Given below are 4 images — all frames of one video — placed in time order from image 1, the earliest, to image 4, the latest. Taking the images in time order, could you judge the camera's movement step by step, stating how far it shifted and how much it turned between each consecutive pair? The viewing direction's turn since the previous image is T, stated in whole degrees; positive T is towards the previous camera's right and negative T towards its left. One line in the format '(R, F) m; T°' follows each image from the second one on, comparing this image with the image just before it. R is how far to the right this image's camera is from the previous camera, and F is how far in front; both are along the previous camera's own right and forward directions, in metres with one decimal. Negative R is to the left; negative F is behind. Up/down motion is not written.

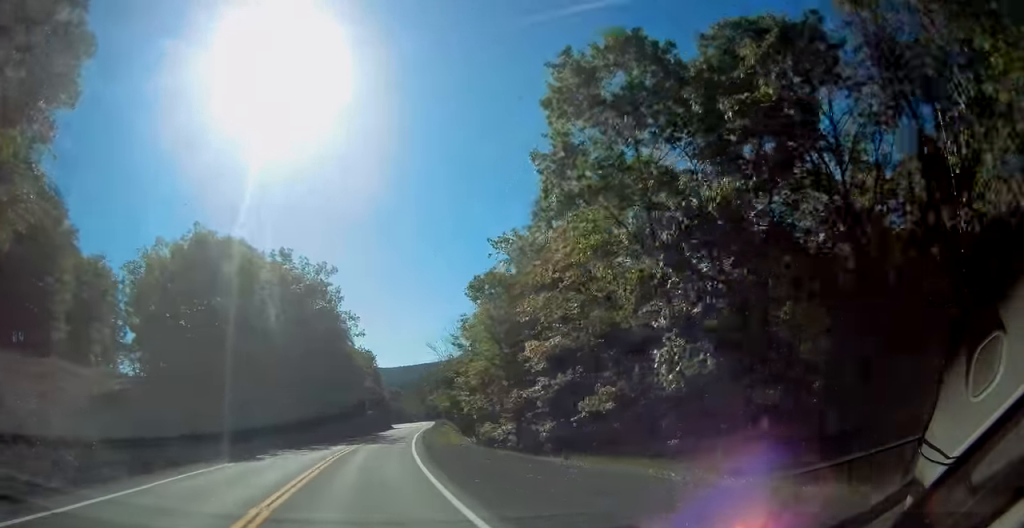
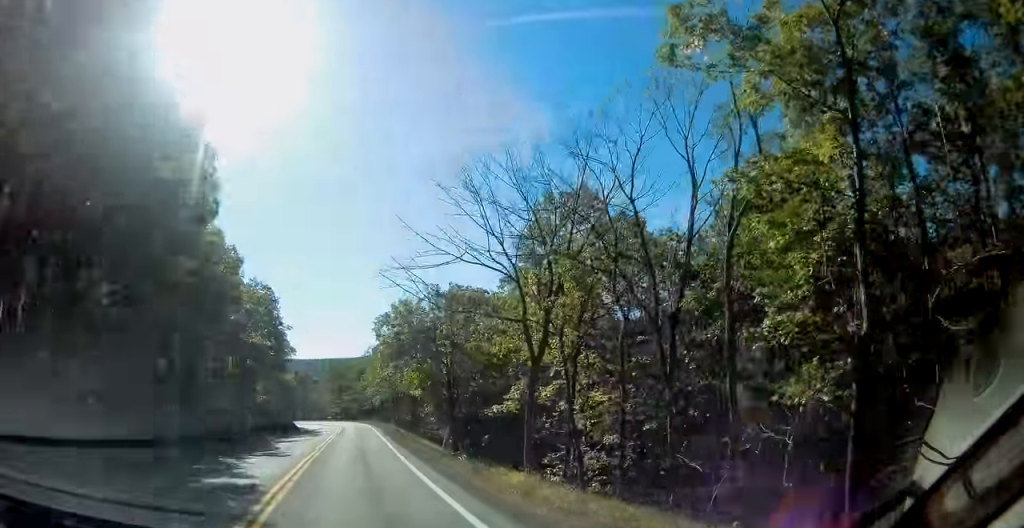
(+5.2, +56.8) m; +10°
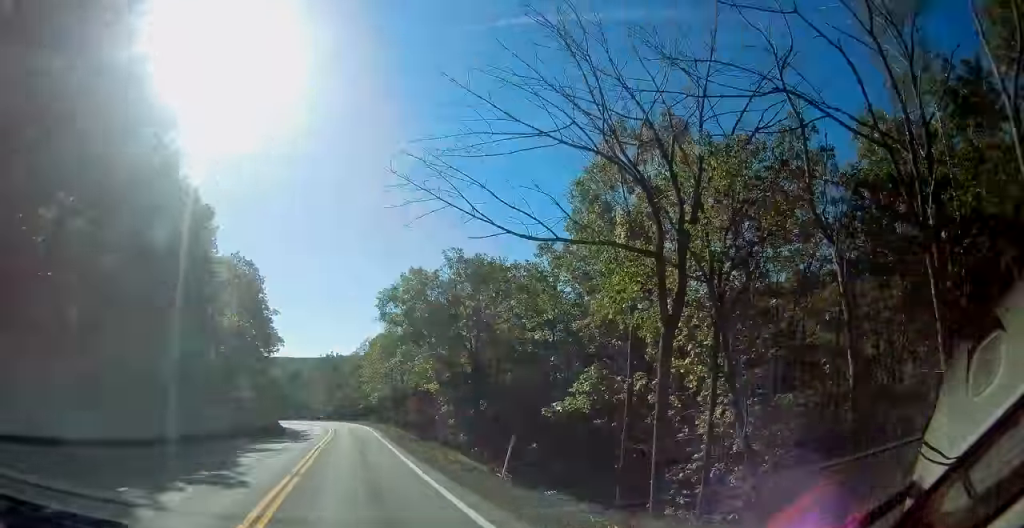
(+0.2, +10.8) m; +2°
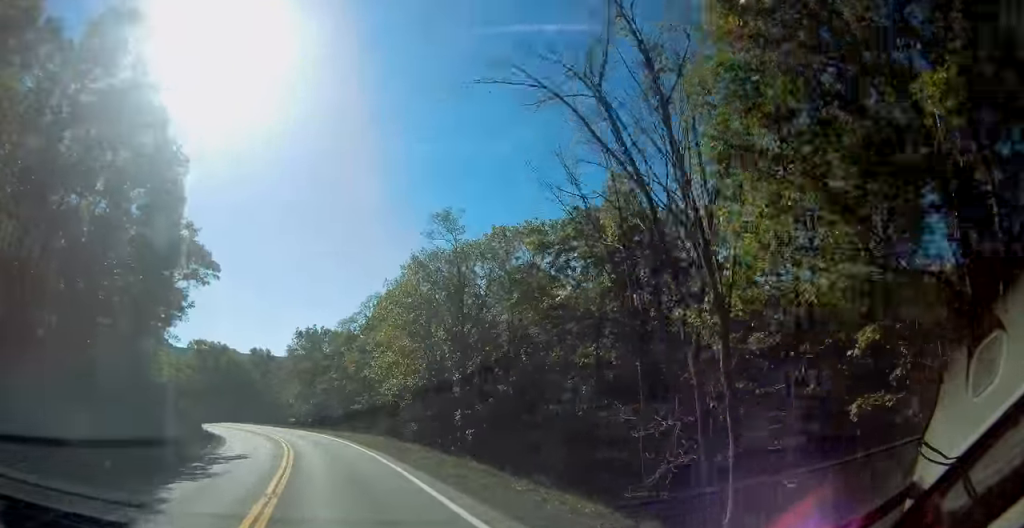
(+0.7, +41.5) m; +1°
